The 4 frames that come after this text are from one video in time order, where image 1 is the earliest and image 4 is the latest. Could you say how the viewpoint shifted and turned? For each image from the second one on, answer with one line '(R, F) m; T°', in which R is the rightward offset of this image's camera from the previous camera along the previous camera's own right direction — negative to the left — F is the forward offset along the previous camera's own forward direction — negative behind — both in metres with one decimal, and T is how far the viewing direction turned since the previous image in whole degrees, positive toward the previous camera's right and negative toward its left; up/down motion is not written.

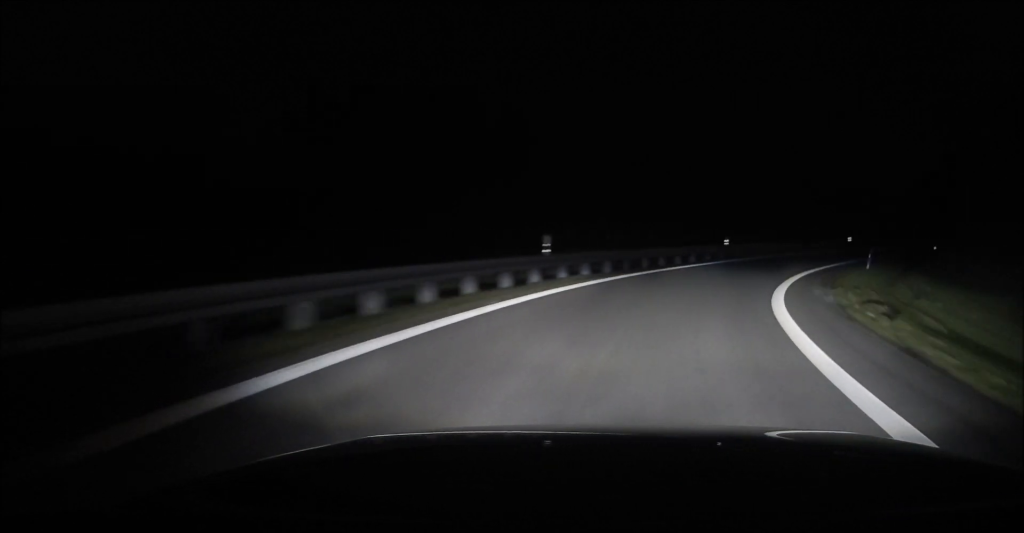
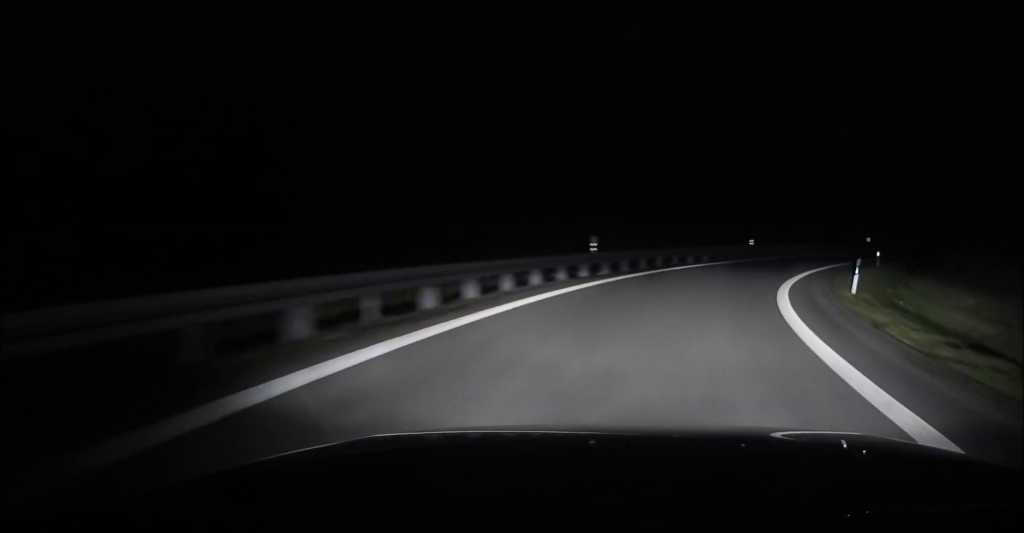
(+1.8, +14.2) m; +16°
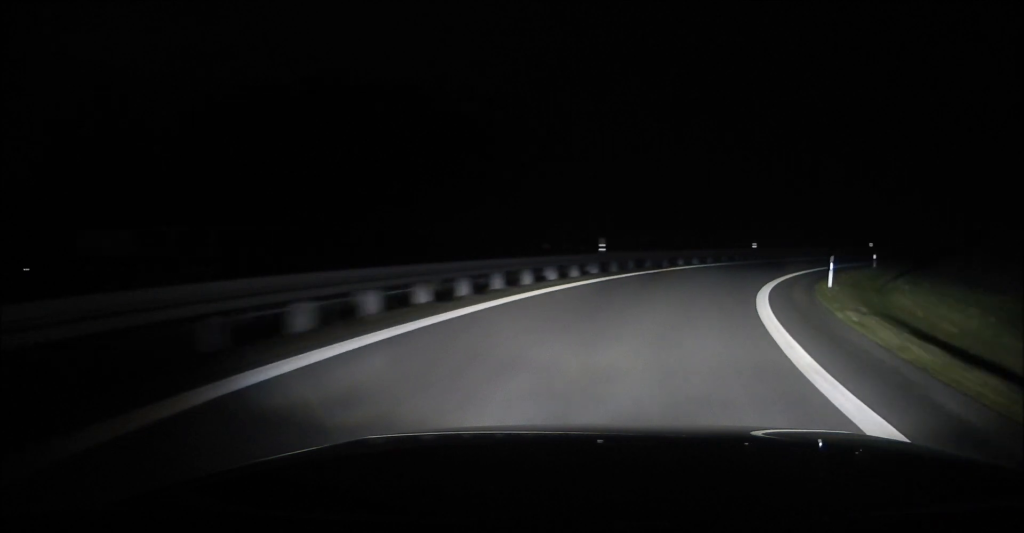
(+22.3, +44.9) m; +51°
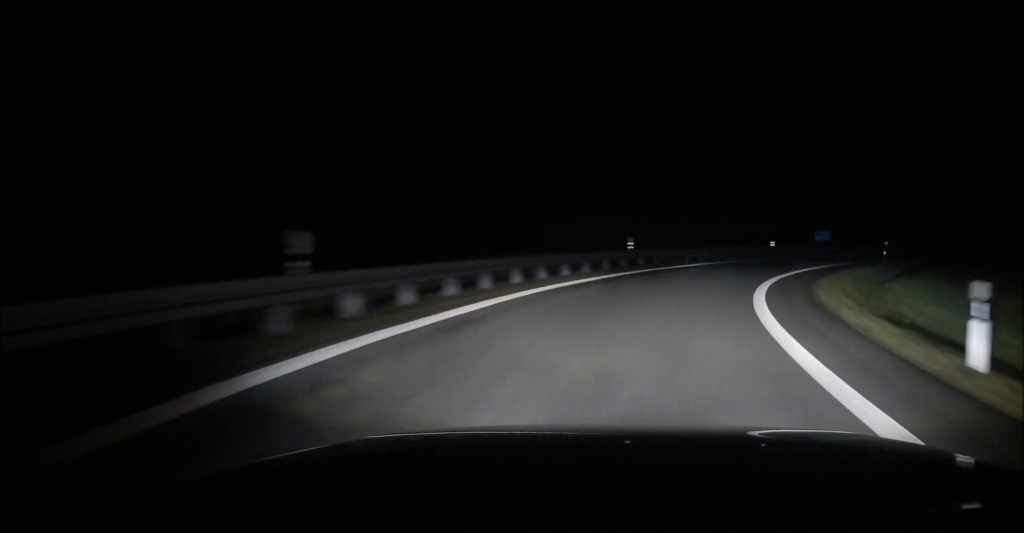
(+20.4, +47.5) m; +46°
